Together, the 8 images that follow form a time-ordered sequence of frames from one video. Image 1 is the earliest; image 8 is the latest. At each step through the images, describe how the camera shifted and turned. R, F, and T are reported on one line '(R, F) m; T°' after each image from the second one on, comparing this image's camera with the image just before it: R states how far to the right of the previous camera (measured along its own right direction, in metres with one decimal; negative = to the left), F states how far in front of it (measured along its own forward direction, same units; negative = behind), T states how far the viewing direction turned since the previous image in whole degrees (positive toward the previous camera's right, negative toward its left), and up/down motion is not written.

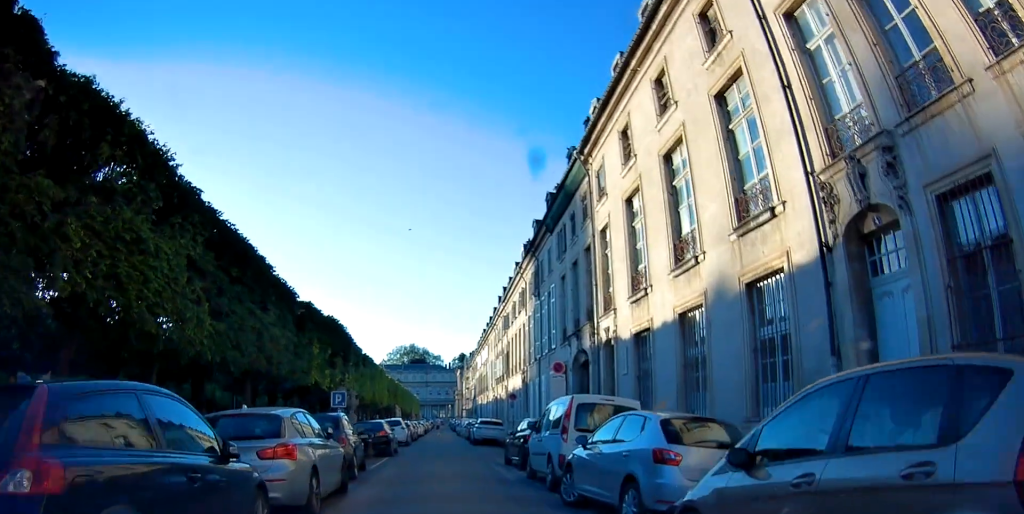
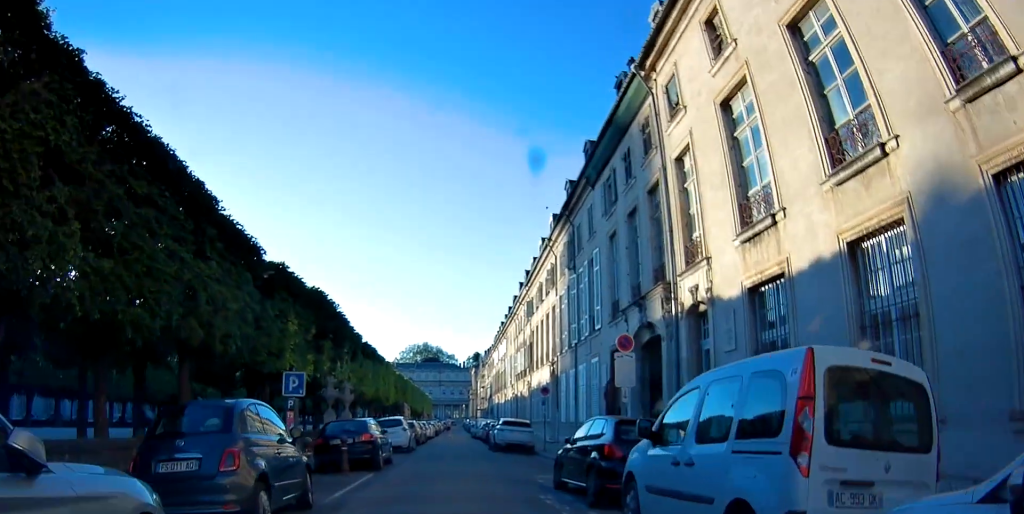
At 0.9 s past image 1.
(+0.1, +7.0) m; 0°
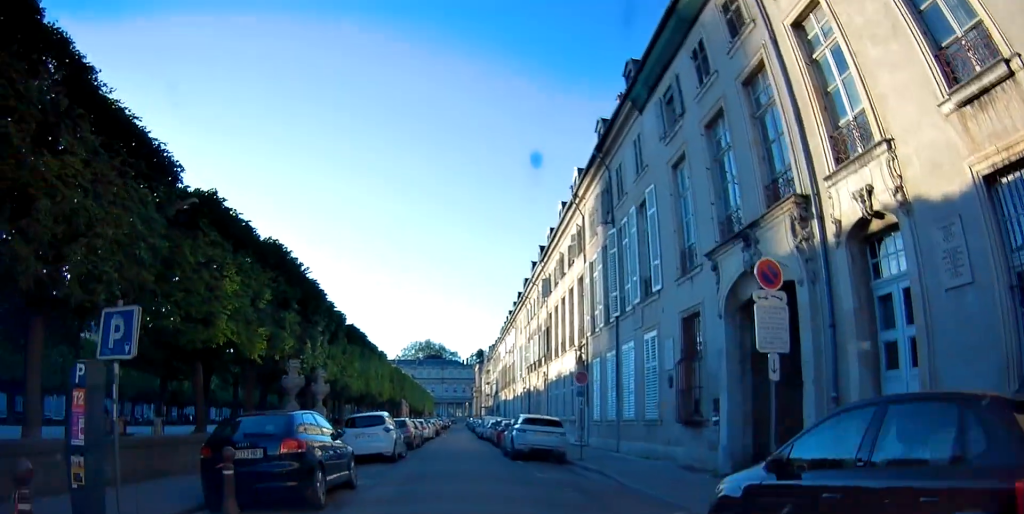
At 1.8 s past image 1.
(-0.1, +7.2) m; 0°
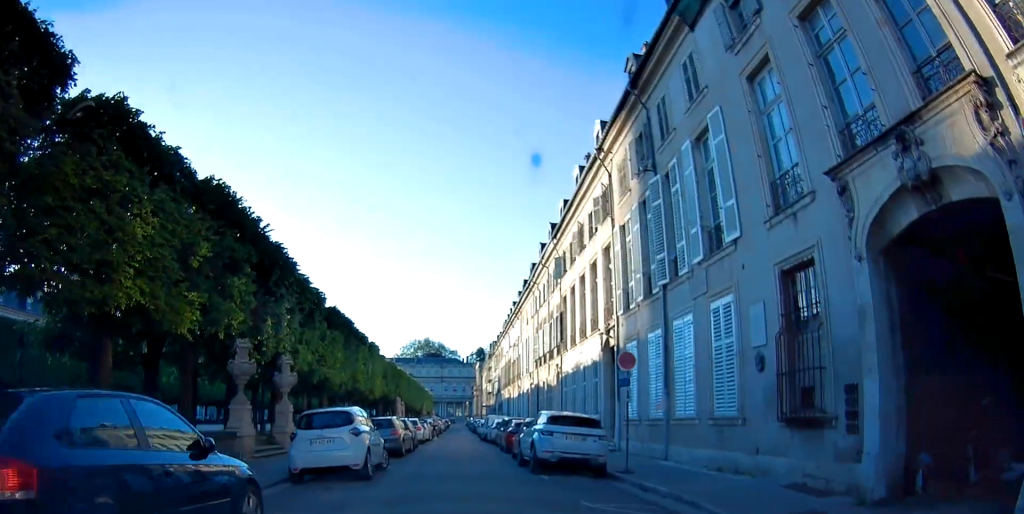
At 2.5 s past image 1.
(+0.1, +5.5) m; +1°
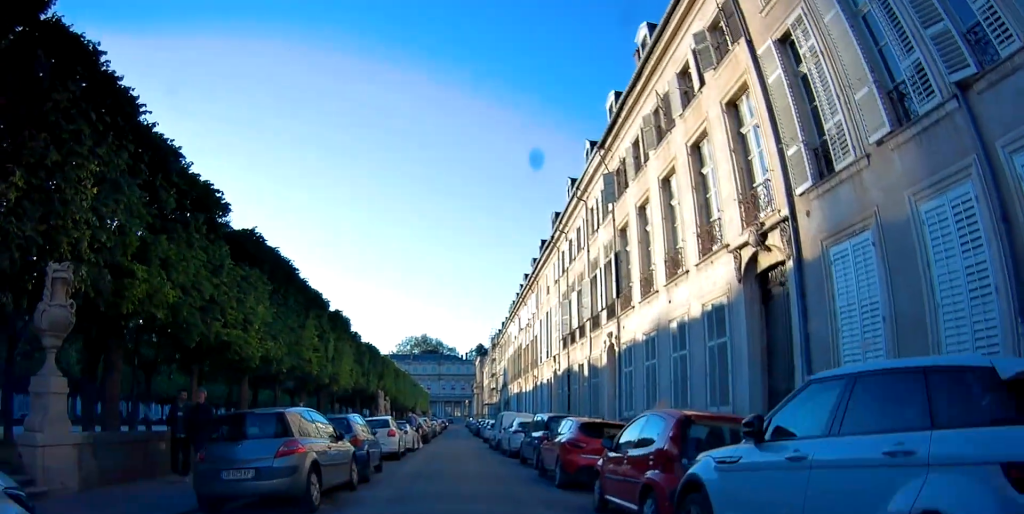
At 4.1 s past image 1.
(-0.5, +13.1) m; -4°
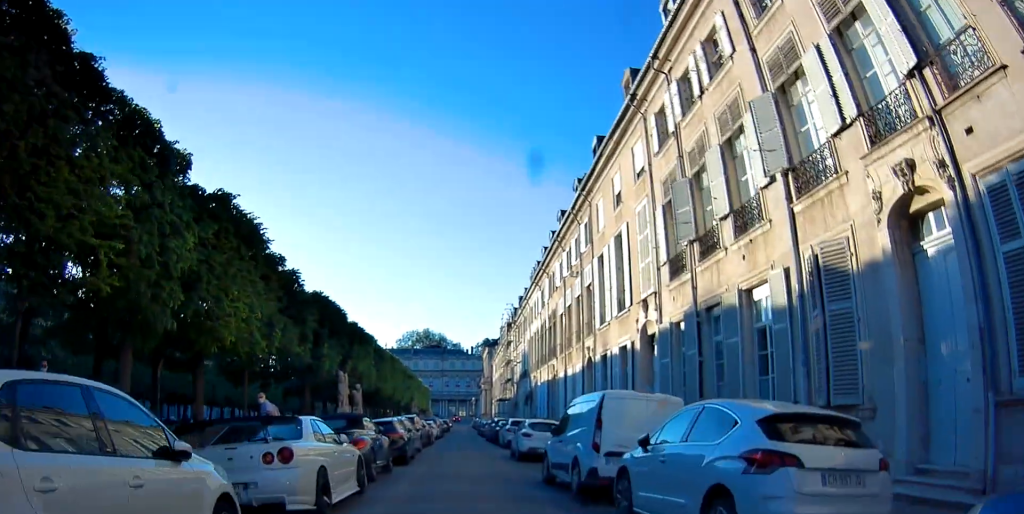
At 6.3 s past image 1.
(-0.1, +17.9) m; -1°
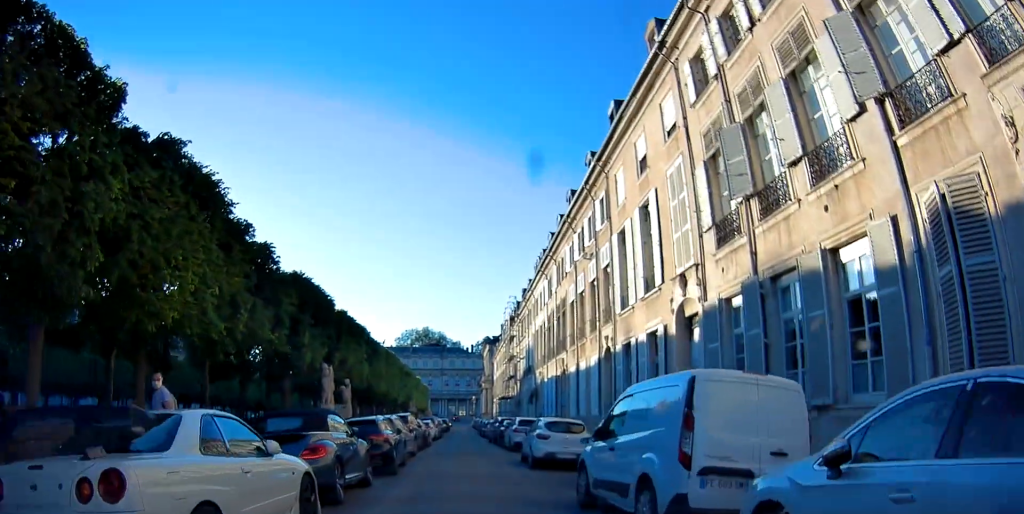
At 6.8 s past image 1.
(-0.1, +3.7) m; 0°
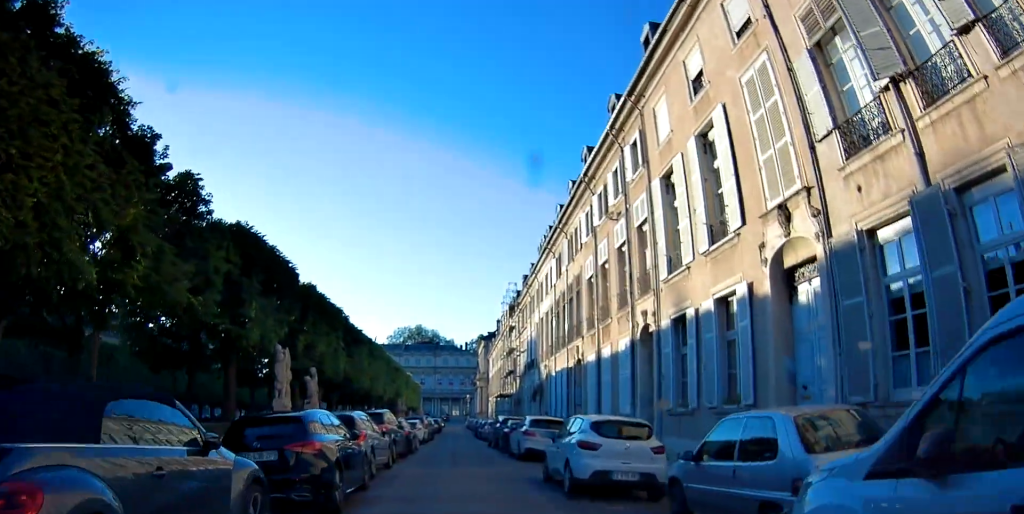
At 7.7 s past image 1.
(+0.2, +6.3) m; +3°
